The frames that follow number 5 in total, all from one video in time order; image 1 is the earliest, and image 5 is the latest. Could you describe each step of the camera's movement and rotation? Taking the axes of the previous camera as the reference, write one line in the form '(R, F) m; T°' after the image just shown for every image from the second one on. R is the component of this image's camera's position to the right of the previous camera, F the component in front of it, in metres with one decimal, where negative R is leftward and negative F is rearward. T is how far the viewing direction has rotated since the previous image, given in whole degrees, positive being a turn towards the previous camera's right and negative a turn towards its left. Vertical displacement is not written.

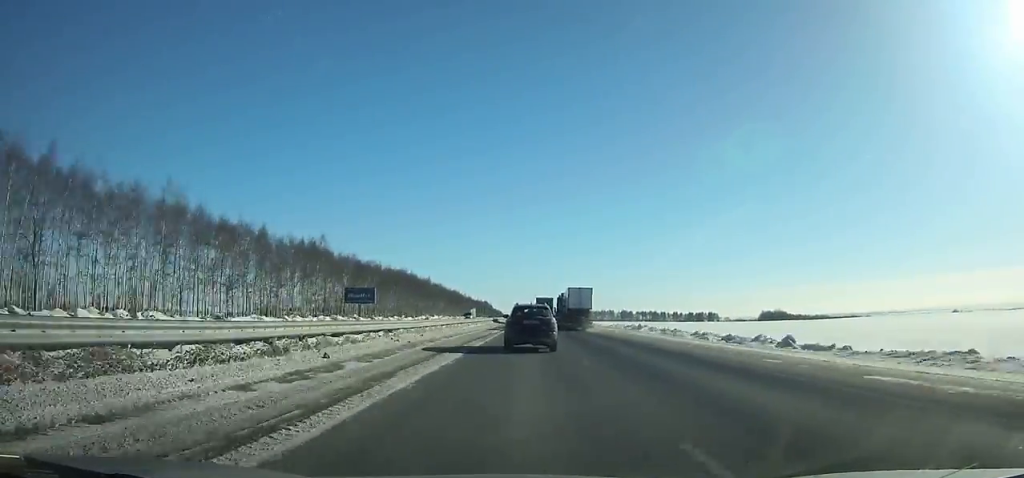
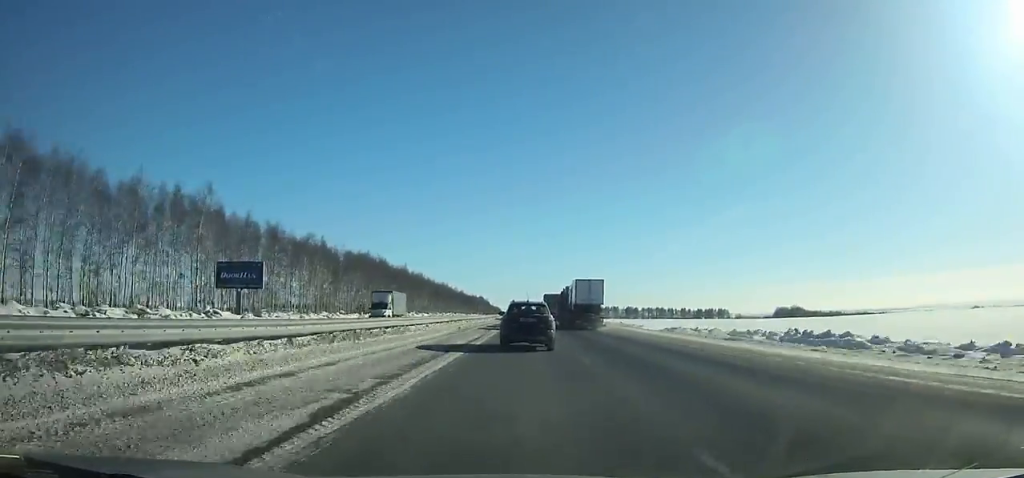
(-0.1, +48.6) m; 0°
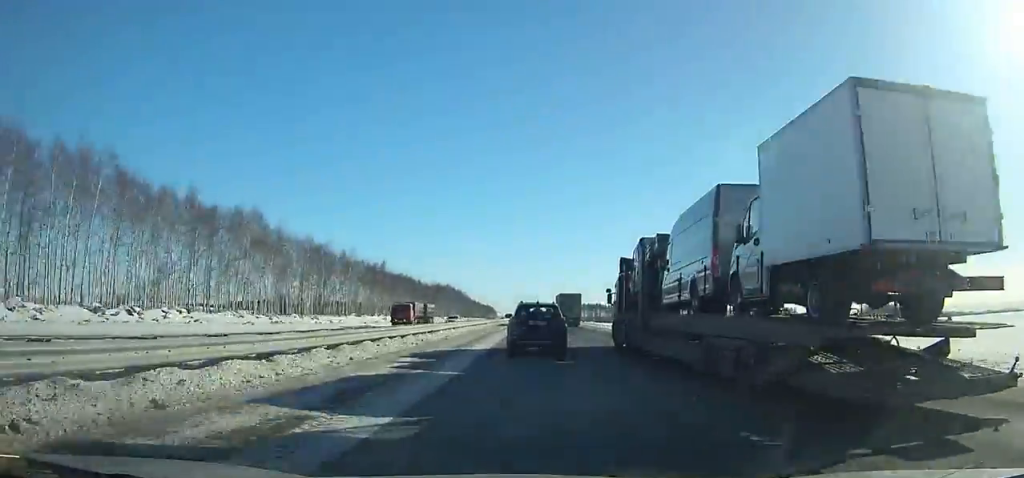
(+0.4, +209.8) m; 0°
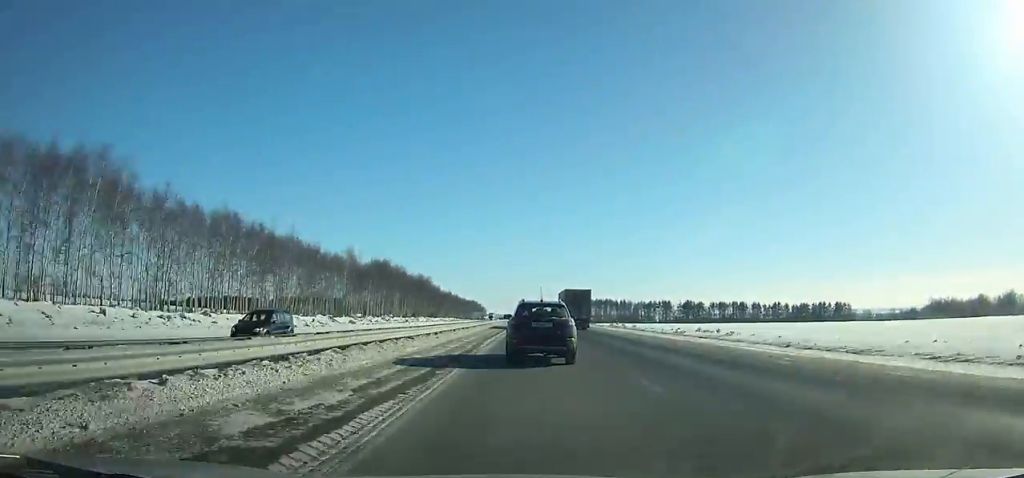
(+0.3, +116.8) m; 0°
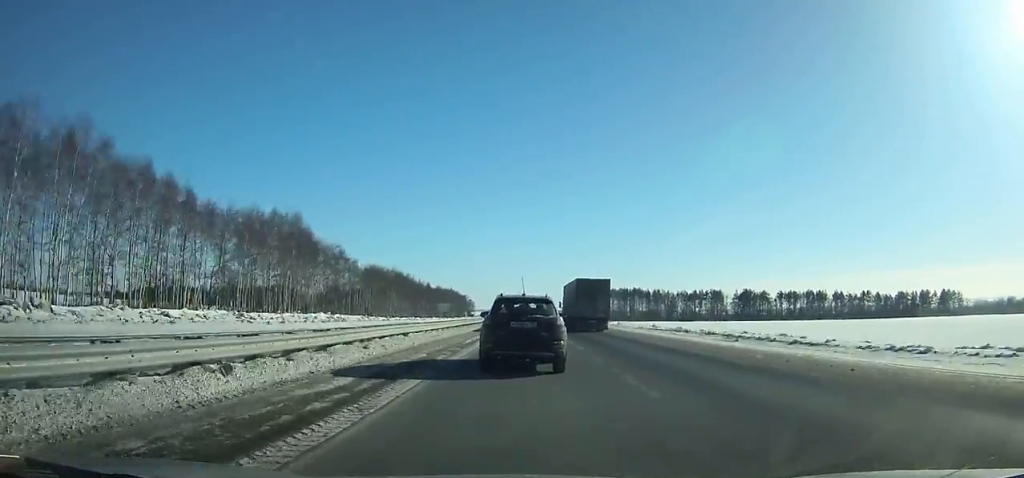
(+0.3, +145.2) m; 0°
